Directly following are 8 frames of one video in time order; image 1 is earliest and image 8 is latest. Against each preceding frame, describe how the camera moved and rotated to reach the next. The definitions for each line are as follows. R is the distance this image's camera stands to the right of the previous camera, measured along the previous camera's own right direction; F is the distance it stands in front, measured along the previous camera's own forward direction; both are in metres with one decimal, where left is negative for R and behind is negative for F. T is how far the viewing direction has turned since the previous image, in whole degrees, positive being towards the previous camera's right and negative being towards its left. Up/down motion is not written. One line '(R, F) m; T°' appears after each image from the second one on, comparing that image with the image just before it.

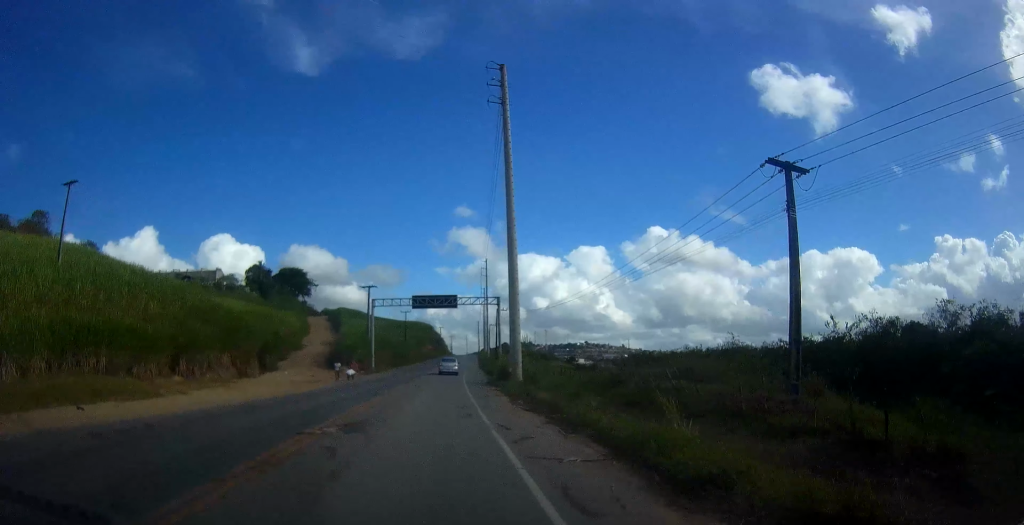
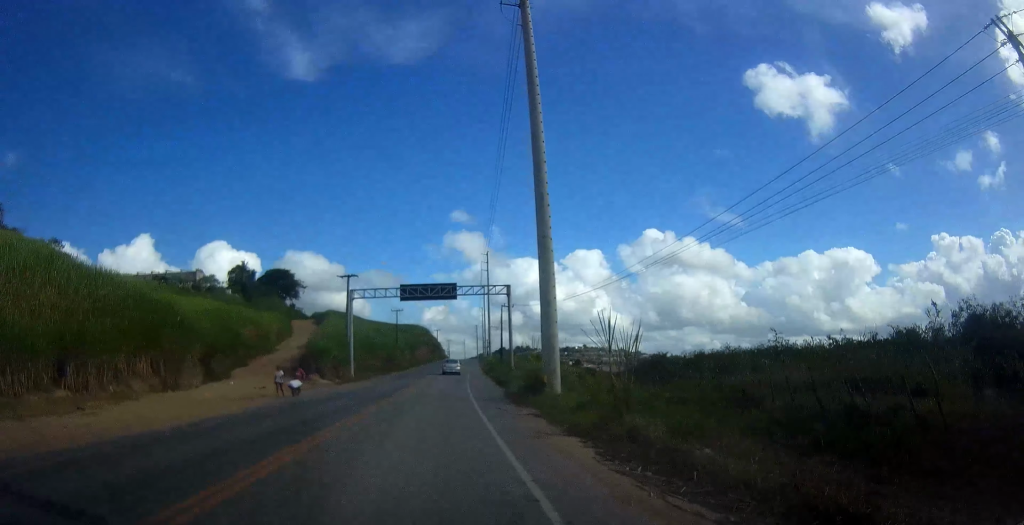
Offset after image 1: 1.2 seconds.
(-0.5, +12.4) m; 0°
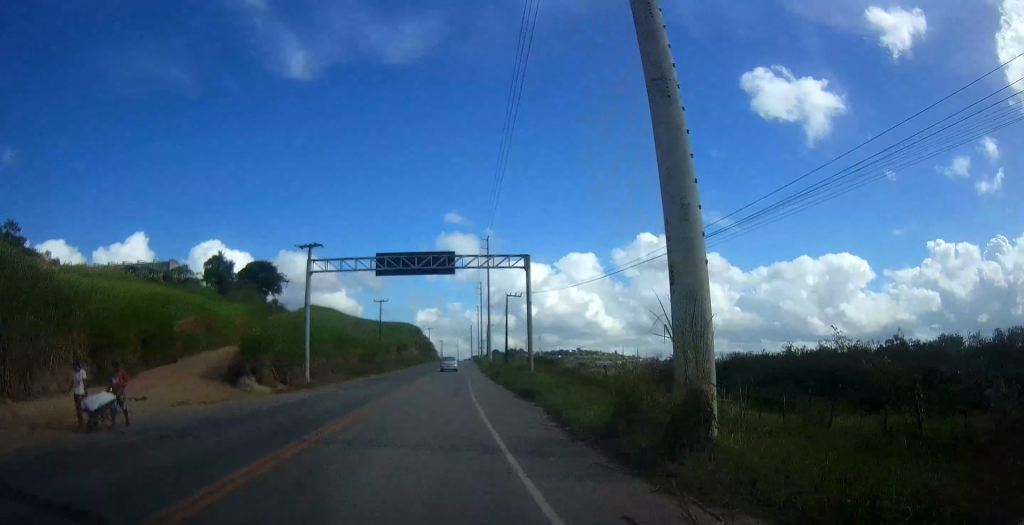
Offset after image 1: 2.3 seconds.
(+0.6, +13.5) m; +2°
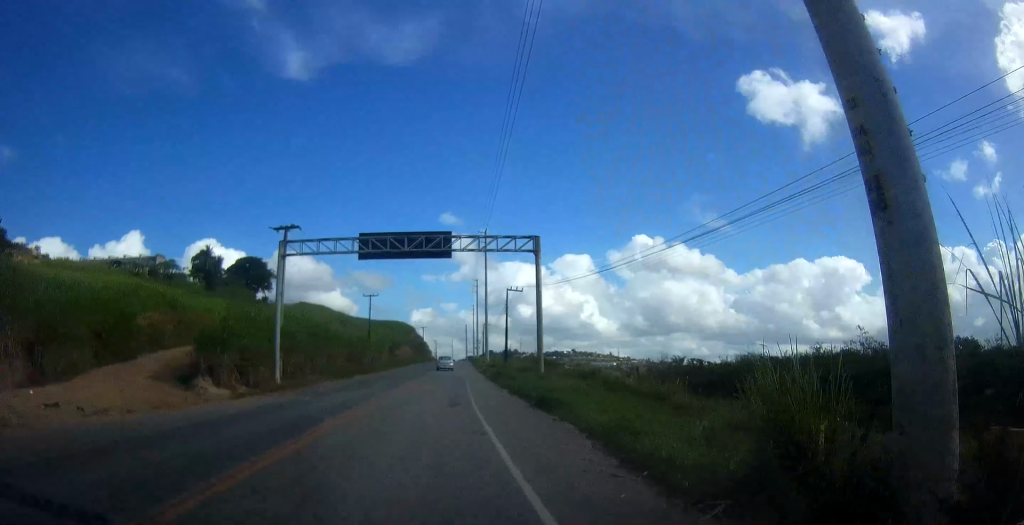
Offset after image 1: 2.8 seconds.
(0.0, +5.2) m; 0°
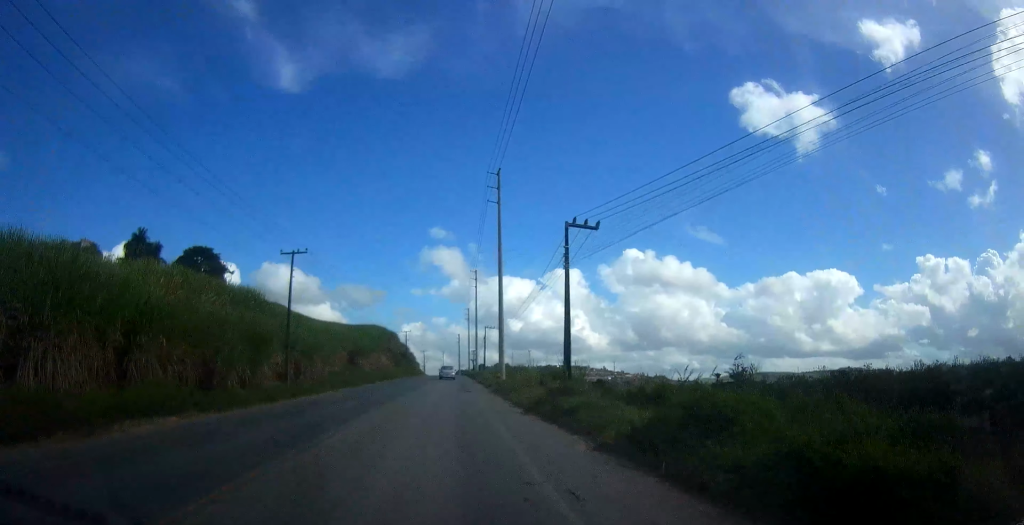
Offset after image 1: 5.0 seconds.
(-0.5, +31.2) m; 0°
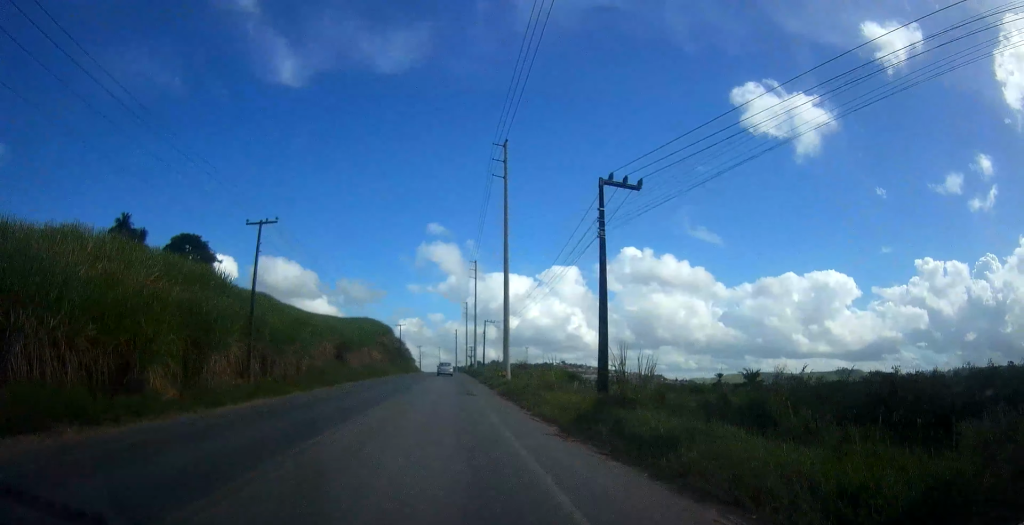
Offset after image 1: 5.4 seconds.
(0.0, +6.3) m; 0°
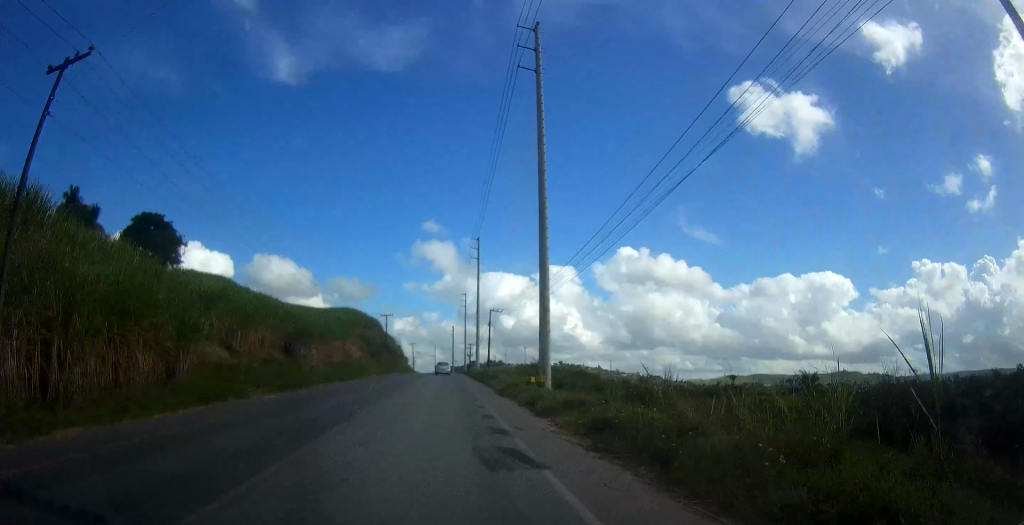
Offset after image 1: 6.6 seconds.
(0.0, +19.3) m; 0°
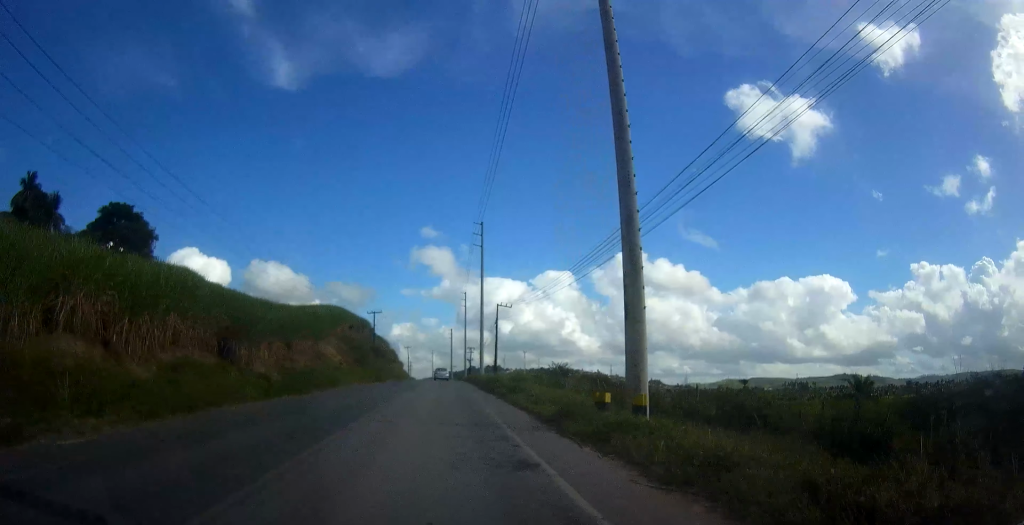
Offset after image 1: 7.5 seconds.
(+0.1, +13.9) m; 0°
